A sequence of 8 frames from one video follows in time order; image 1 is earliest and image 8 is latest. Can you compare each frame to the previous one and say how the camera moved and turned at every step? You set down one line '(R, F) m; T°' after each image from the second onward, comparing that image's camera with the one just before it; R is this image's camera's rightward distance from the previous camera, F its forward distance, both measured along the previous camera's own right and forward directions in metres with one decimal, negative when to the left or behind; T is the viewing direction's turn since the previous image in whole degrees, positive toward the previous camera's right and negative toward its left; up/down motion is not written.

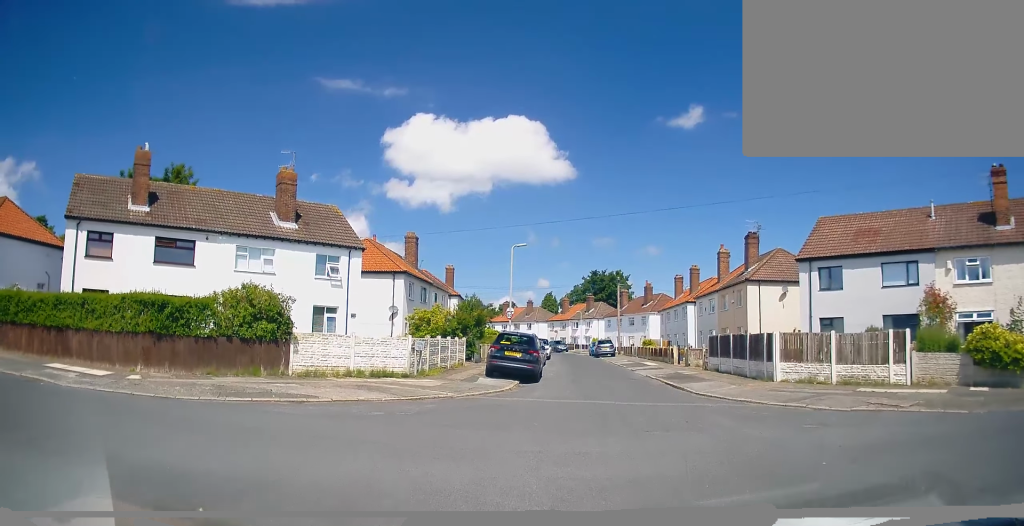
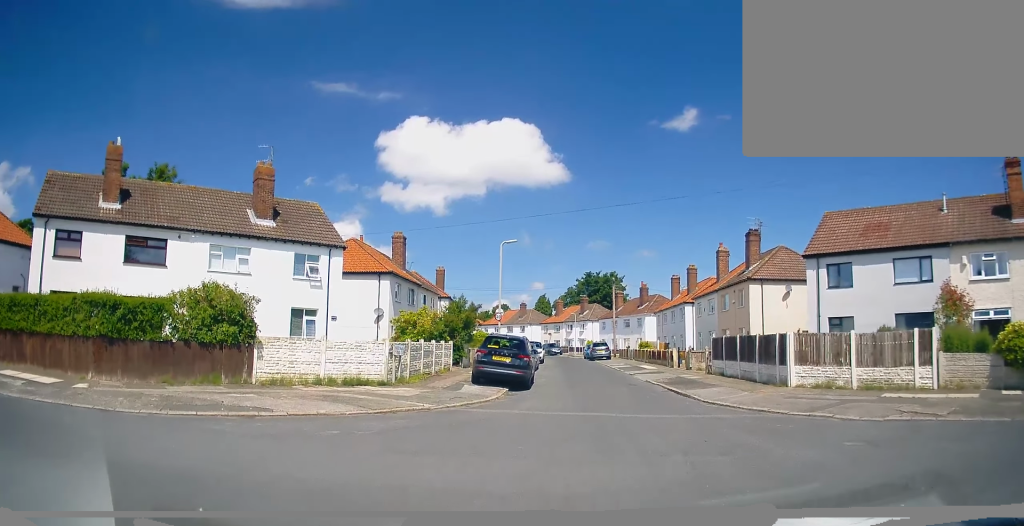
(0.0, +1.8) m; +3°
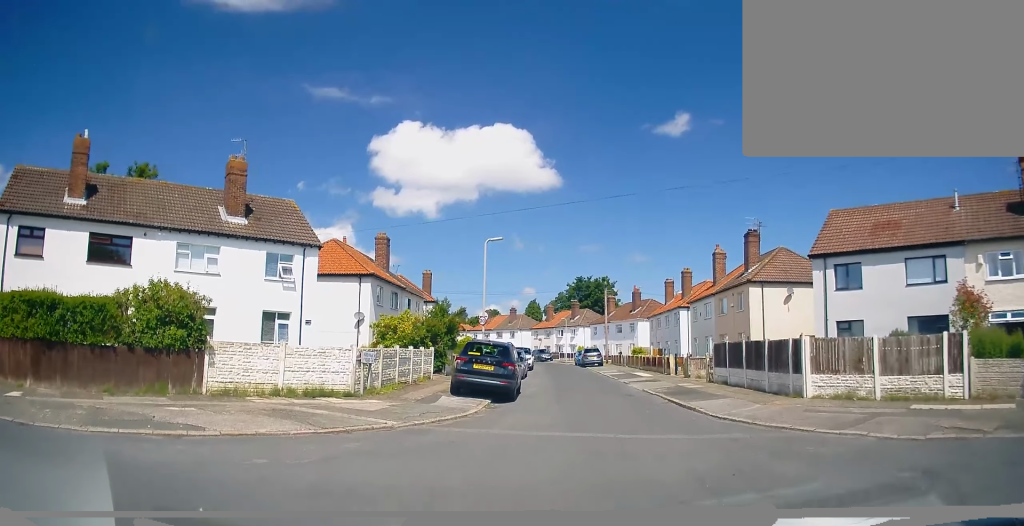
(+0.1, +1.7) m; +4°
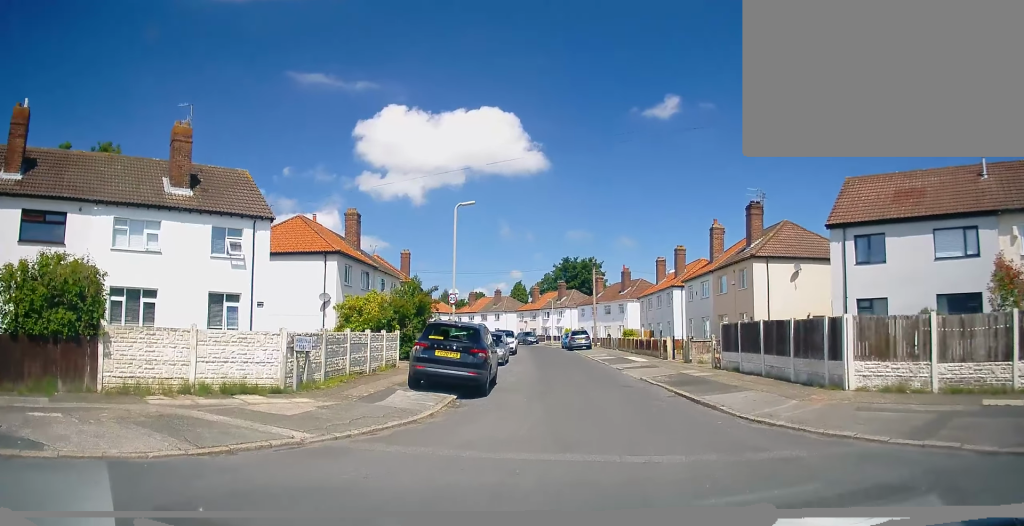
(+0.1, +2.5) m; -1°
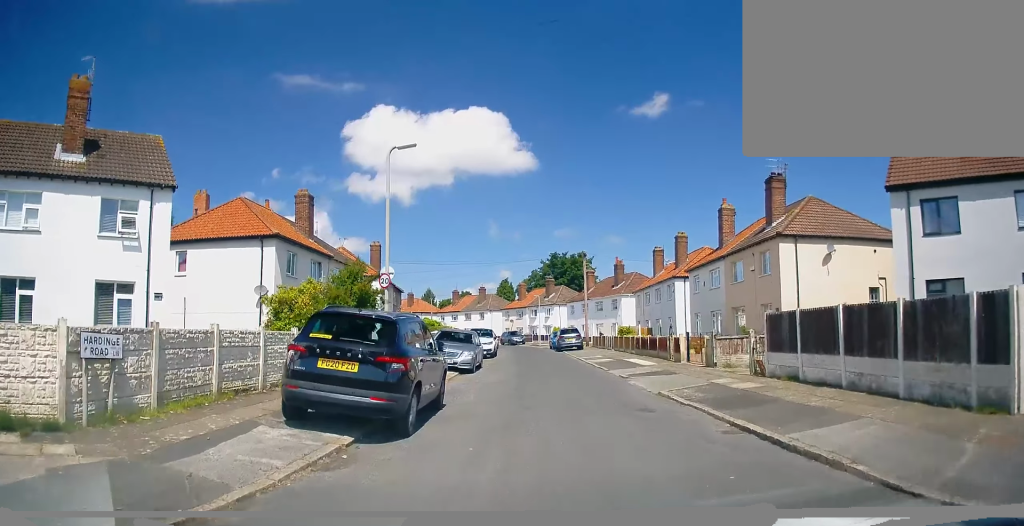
(-0.1, +4.7) m; -3°
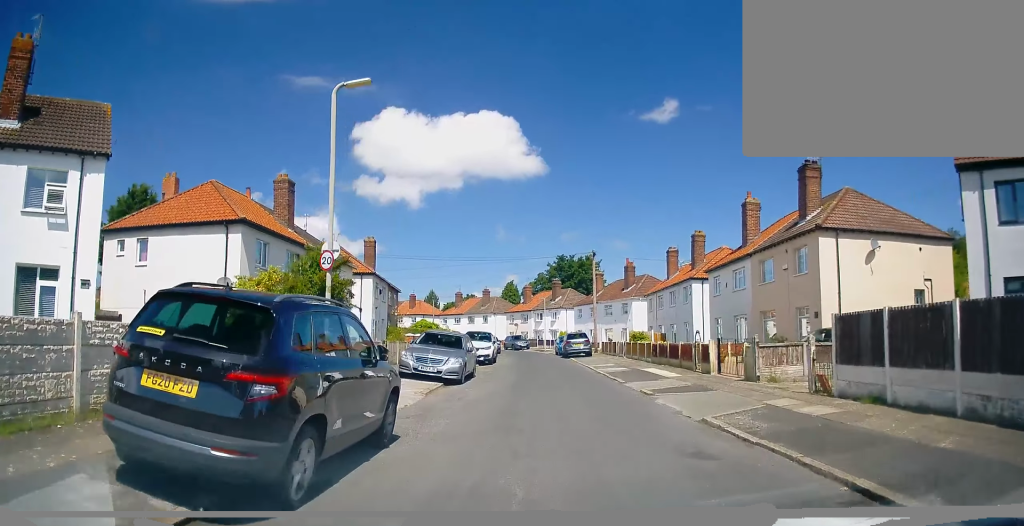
(0.0, +3.1) m; -1°
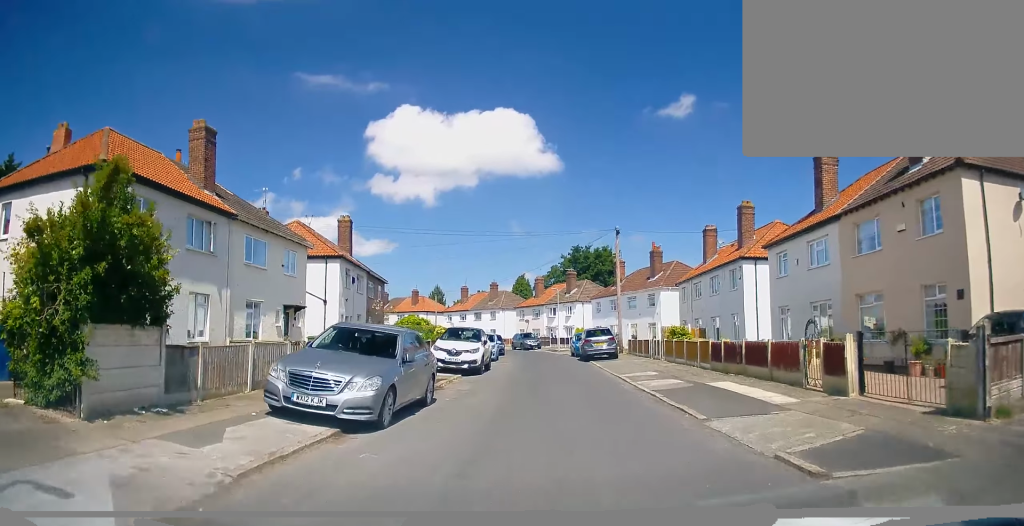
(-0.1, +7.8) m; 0°
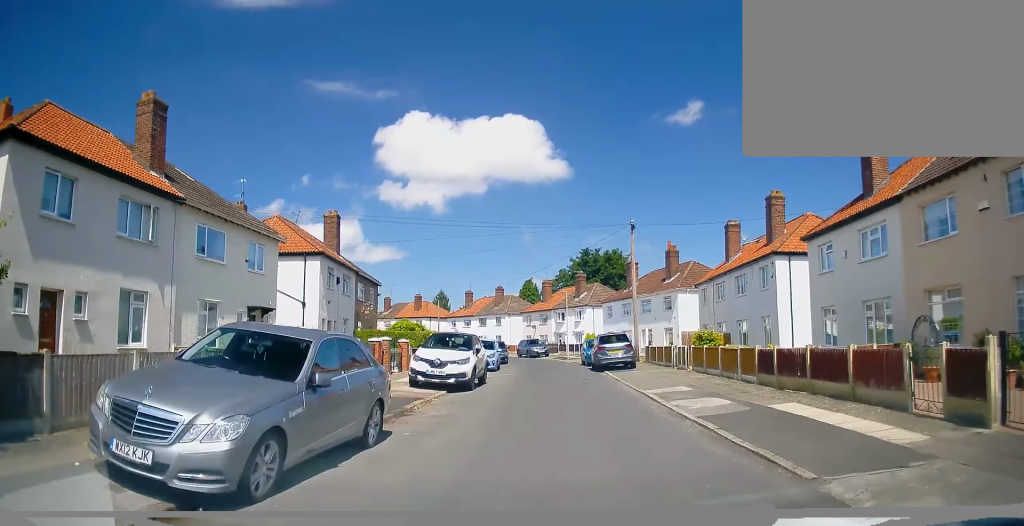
(0.0, +3.8) m; +1°
